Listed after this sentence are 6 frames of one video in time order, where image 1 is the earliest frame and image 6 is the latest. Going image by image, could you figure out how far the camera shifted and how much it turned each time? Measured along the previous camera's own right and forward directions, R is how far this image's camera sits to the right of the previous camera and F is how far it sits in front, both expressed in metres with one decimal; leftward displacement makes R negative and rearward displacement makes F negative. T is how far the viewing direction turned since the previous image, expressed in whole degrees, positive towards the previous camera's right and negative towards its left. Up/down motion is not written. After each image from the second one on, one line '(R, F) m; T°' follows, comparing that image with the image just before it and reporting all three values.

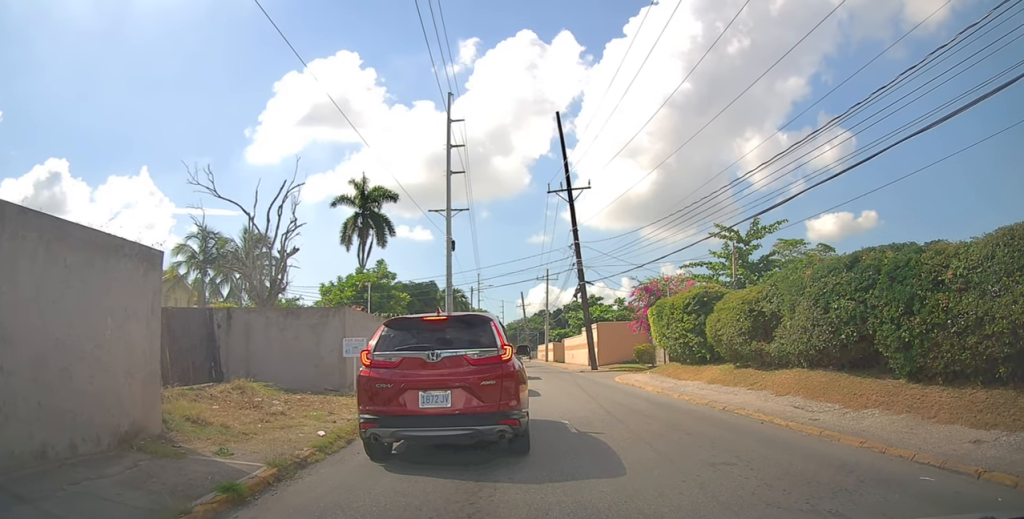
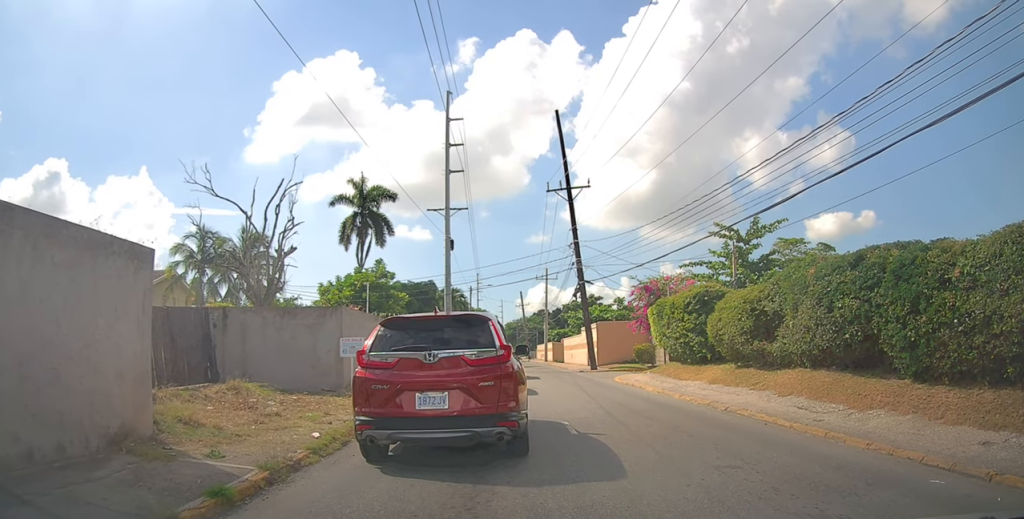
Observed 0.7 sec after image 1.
(0.0, 0.0) m; 0°
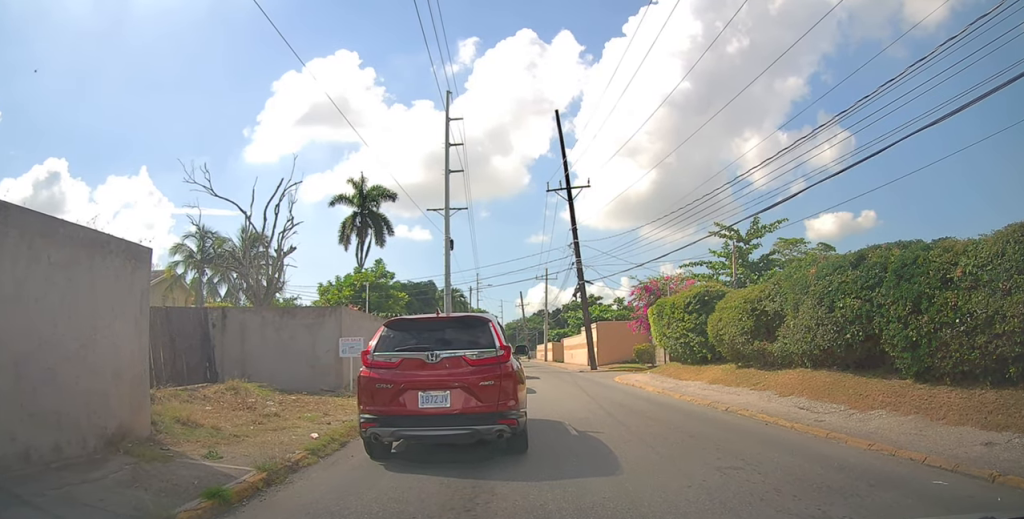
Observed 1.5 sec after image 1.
(0.0, 0.0) m; 0°
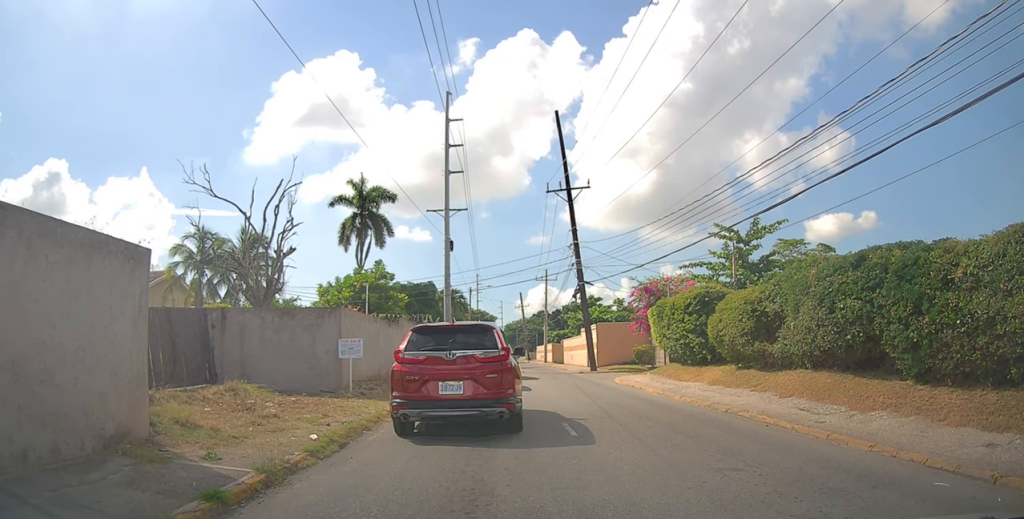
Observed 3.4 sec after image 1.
(0.0, +0.3) m; 0°
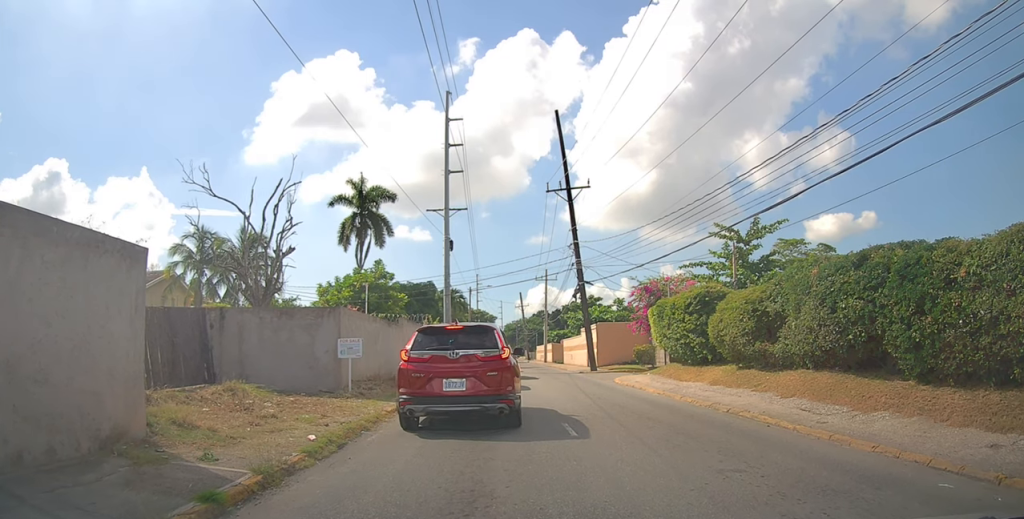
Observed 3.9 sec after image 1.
(0.0, 0.0) m; 0°
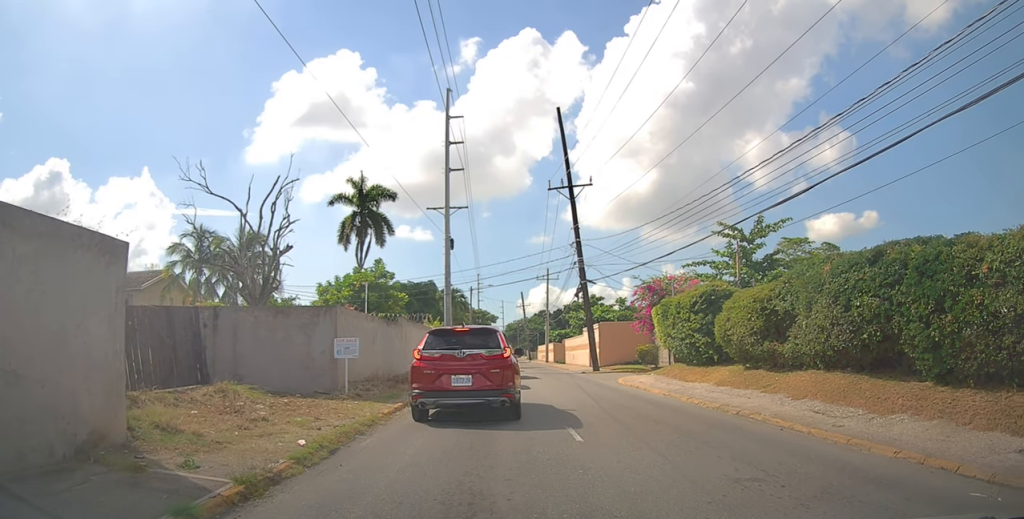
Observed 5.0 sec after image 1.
(0.0, +0.2) m; 0°
